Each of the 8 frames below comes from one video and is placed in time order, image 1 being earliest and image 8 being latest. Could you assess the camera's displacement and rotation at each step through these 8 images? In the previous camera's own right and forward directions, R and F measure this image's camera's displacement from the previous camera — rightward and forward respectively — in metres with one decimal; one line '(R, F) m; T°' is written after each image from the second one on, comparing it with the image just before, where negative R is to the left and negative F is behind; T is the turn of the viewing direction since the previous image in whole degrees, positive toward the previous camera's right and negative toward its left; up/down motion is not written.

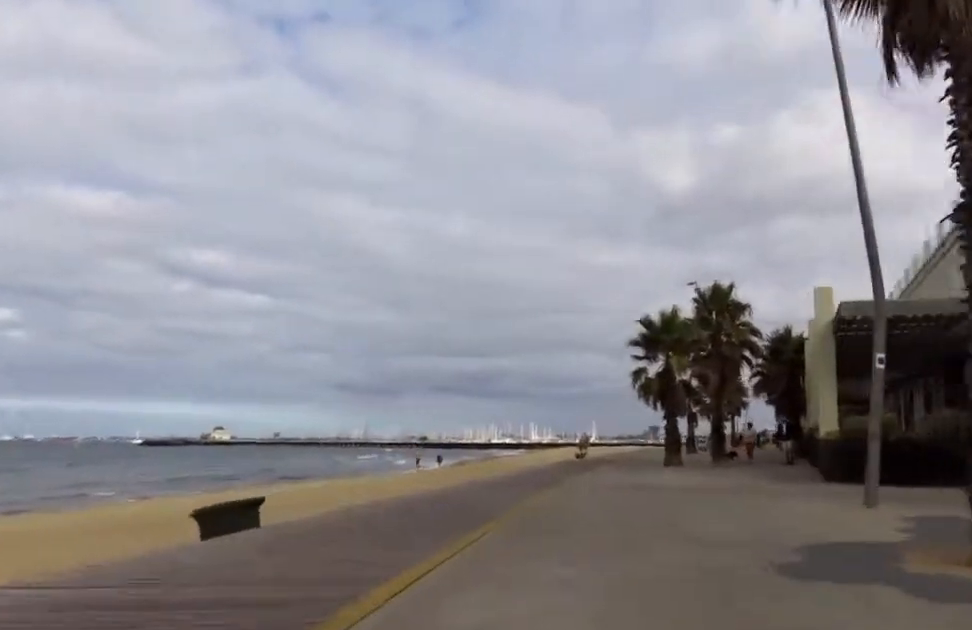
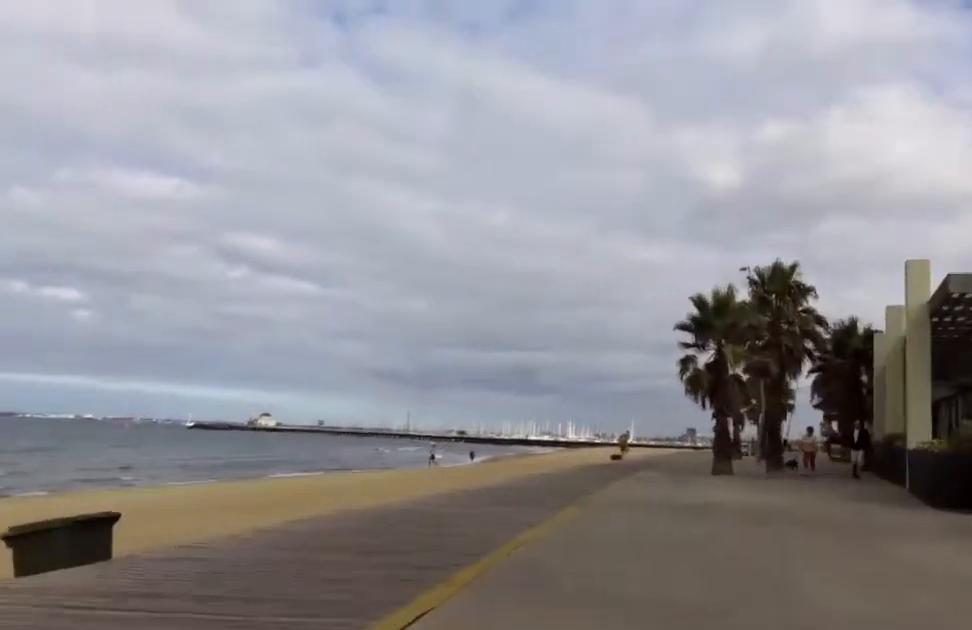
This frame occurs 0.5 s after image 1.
(-0.1, +3.9) m; +1°
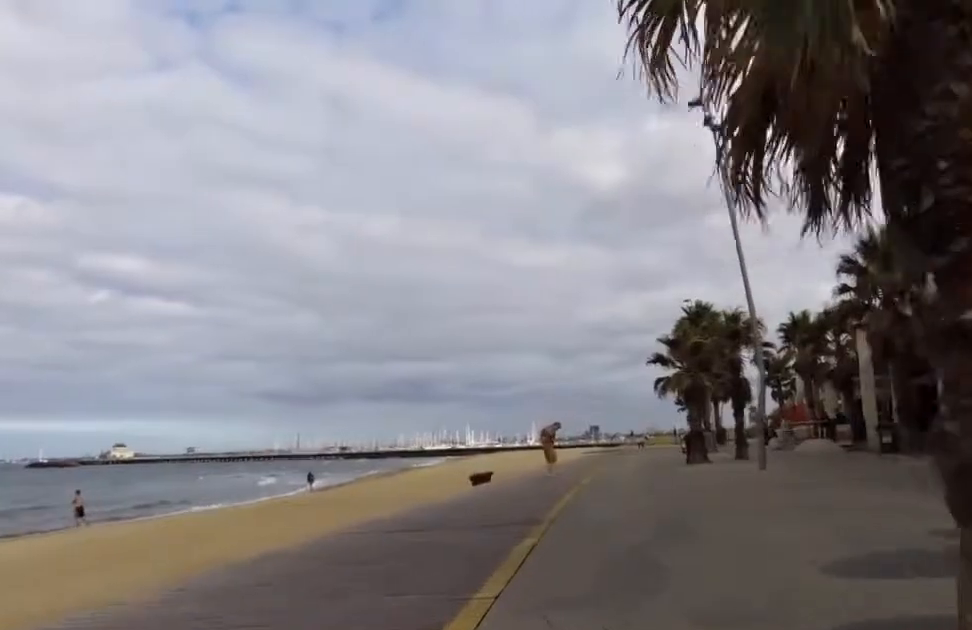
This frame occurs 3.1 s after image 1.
(+2.1, +21.4) m; +7°
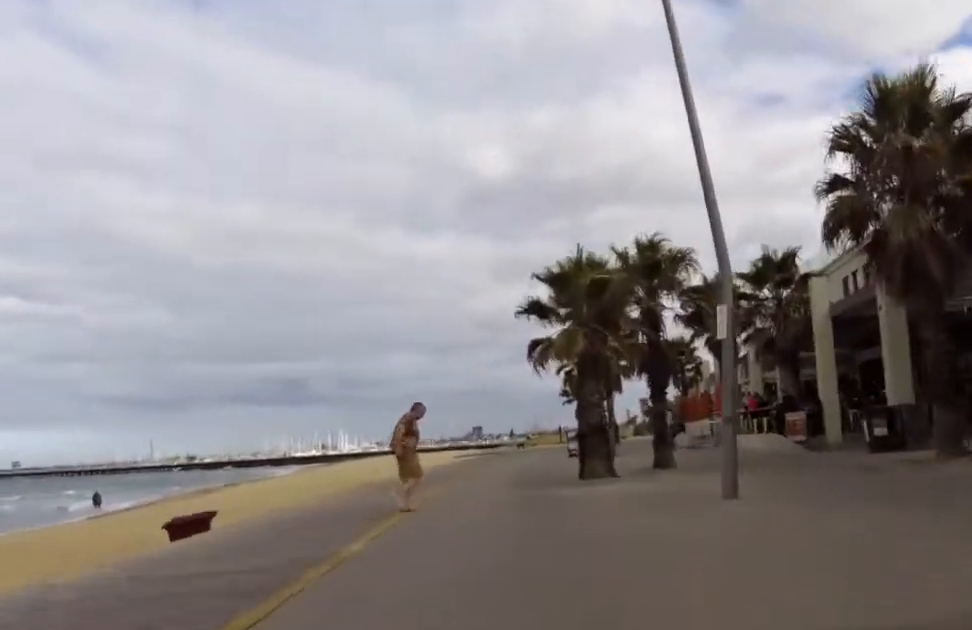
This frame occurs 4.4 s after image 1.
(-0.1, +9.6) m; +5°
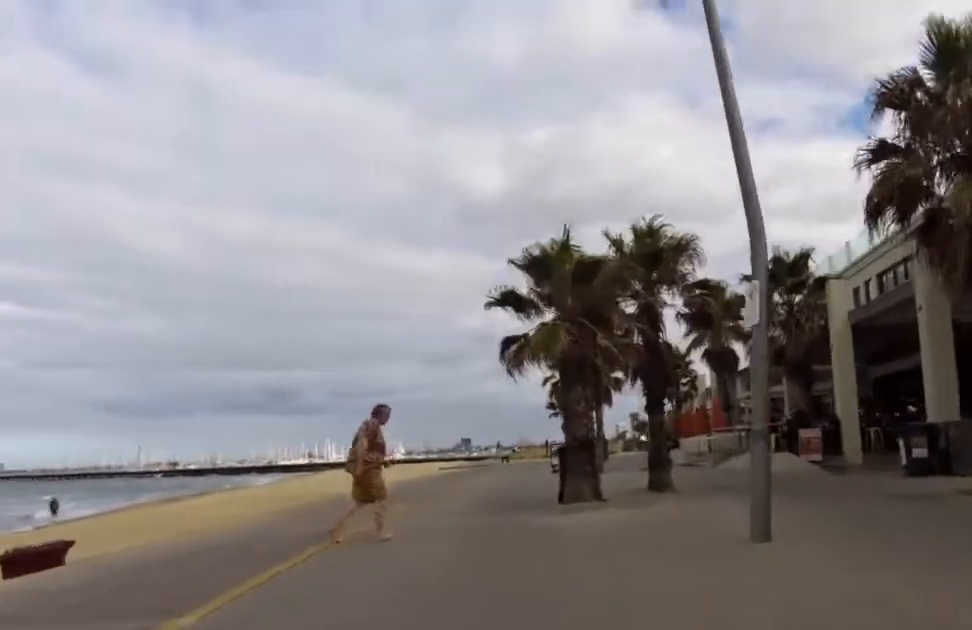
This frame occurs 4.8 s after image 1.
(+0.2, +3.0) m; +3°
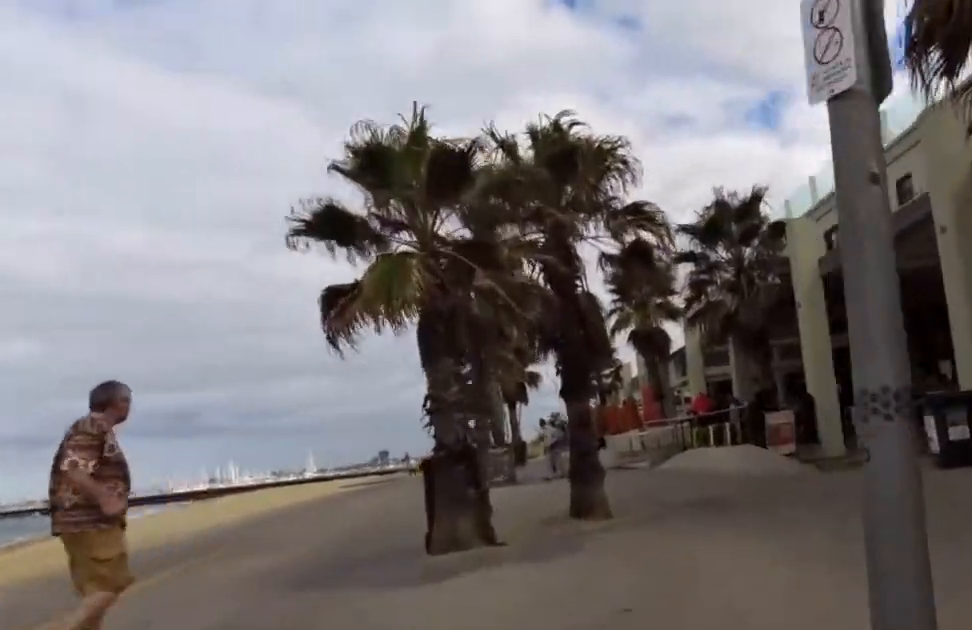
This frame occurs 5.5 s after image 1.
(0.0, +5.1) m; +5°
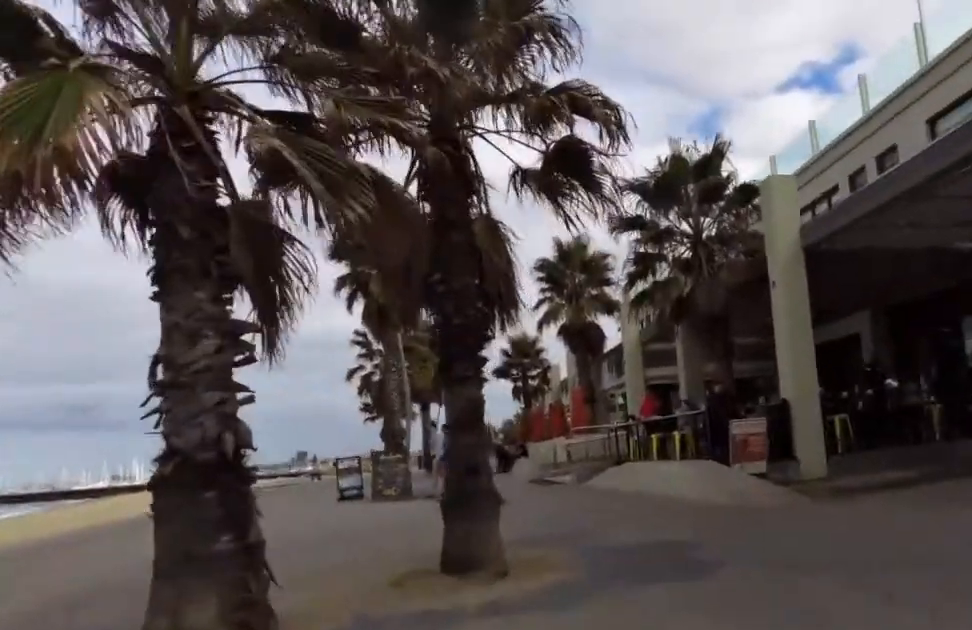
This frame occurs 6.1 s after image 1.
(+0.1, +3.8) m; +4°
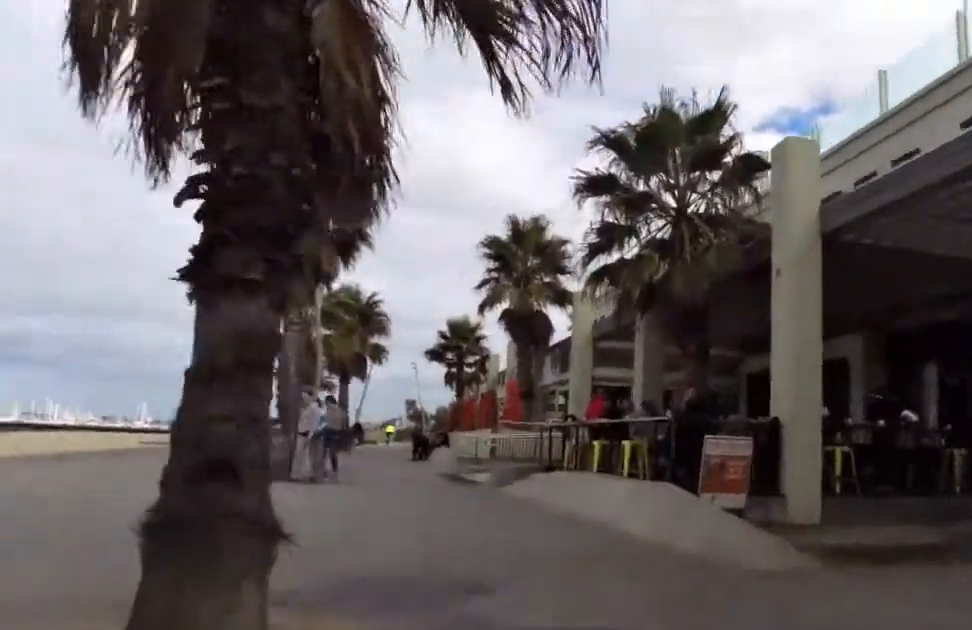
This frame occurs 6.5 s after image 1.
(+0.4, +3.3) m; +4°
